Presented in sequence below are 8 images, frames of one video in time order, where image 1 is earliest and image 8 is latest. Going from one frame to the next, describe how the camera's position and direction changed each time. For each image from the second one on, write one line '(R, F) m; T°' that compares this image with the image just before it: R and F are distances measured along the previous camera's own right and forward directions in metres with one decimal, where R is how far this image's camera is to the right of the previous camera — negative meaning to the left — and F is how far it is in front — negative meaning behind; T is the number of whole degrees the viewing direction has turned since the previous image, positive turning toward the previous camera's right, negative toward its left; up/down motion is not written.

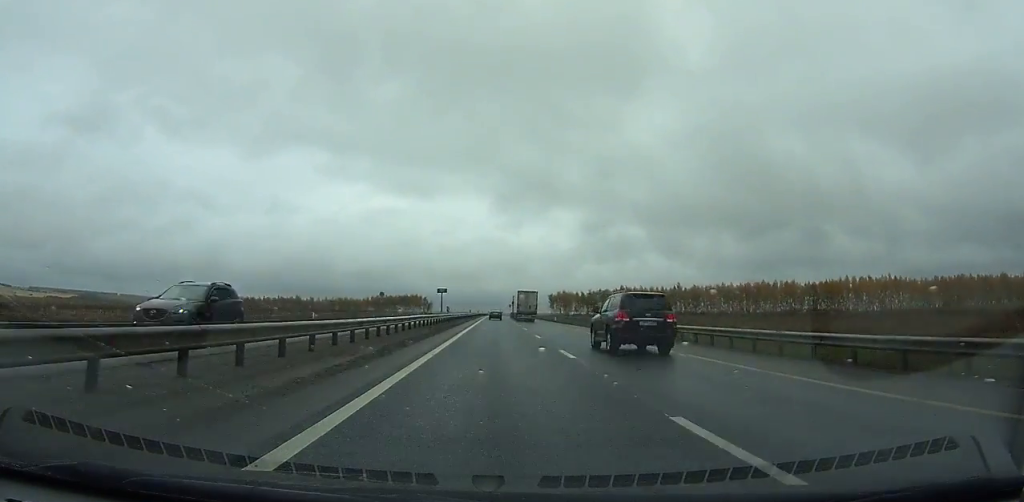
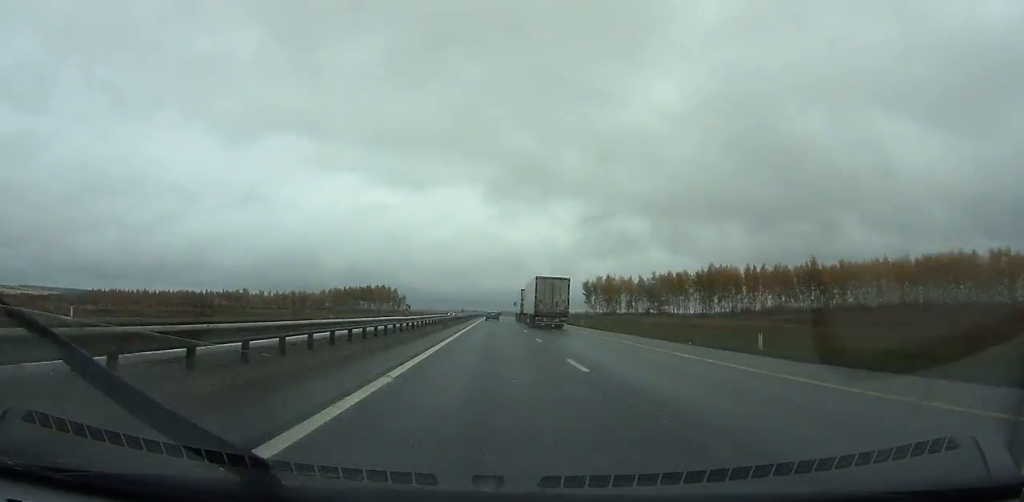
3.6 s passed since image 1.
(+0.4, +122.9) m; 0°
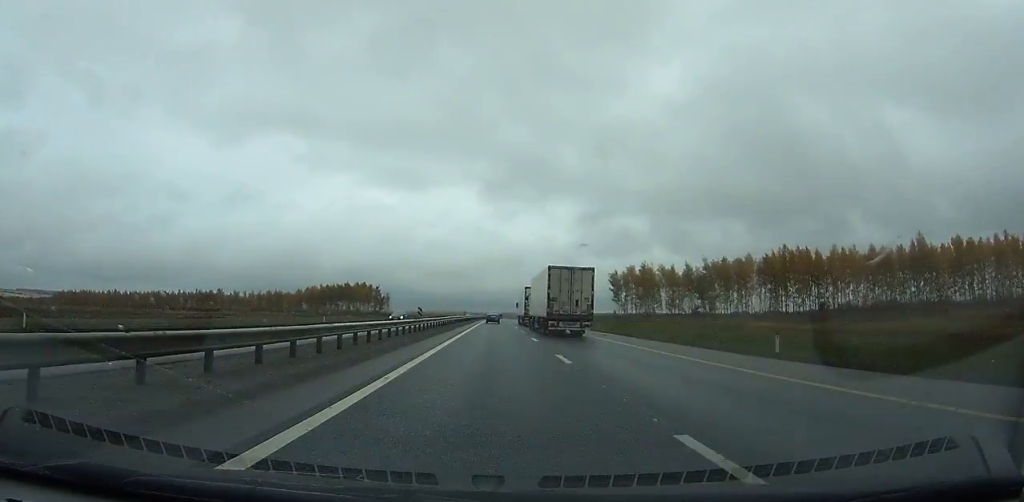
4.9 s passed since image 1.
(-0.1, +44.4) m; 0°
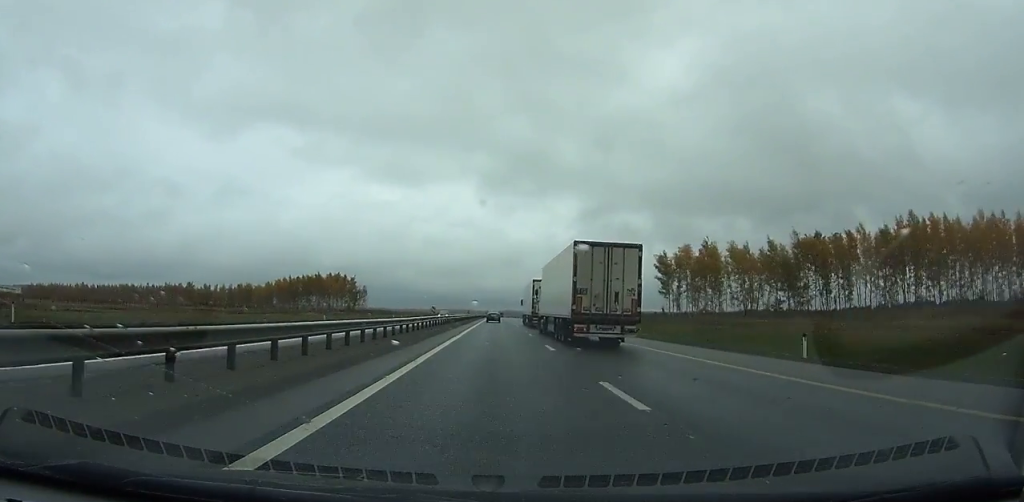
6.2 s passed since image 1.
(-0.1, +44.4) m; 0°
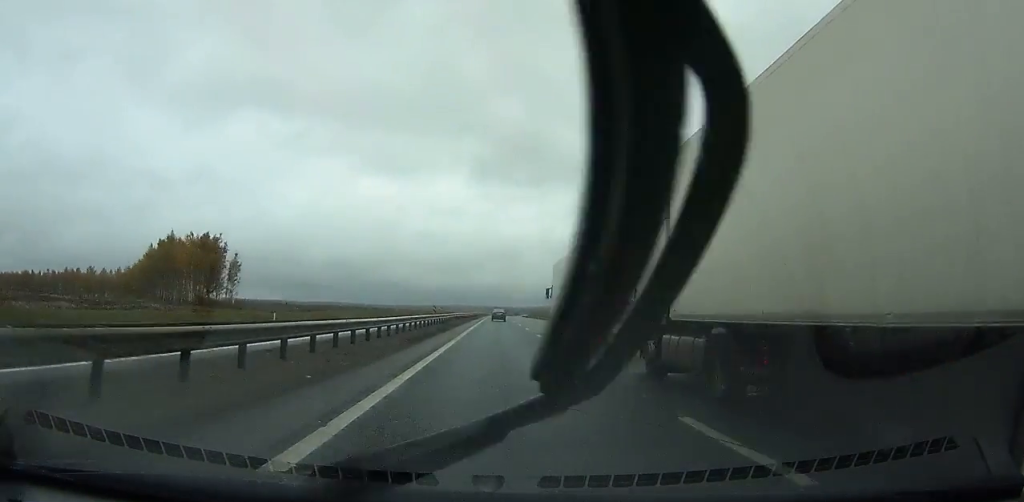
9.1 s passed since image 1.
(-0.1, +99.1) m; 0°
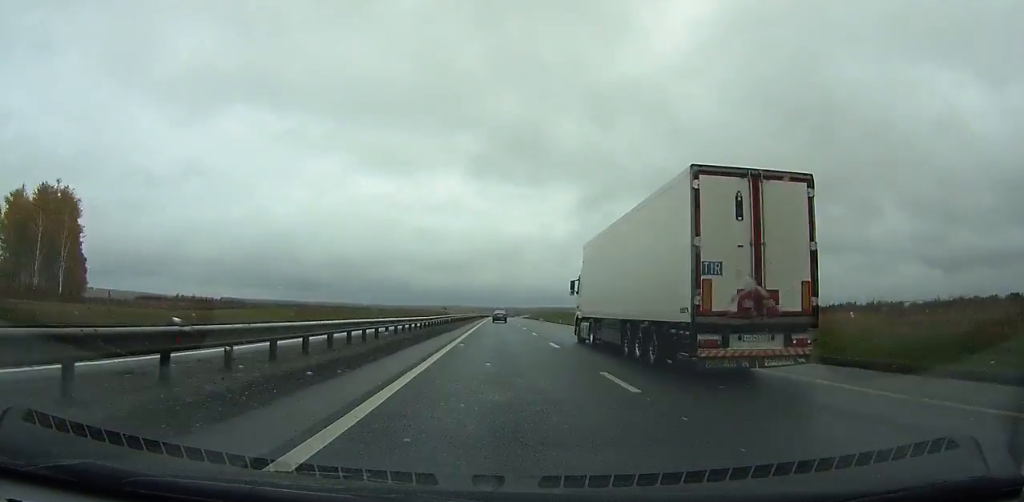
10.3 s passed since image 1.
(0.0, +41.0) m; 0°
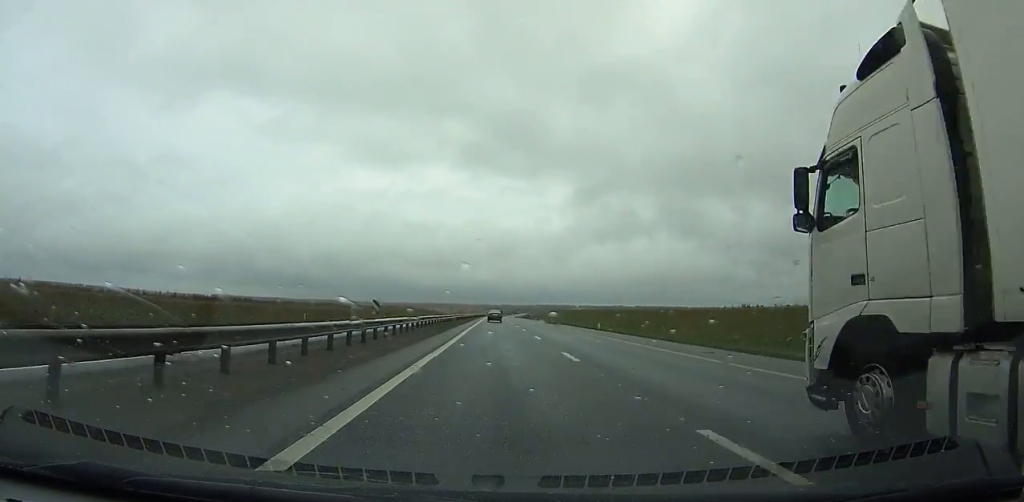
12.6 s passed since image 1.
(-0.2, +78.7) m; 0°
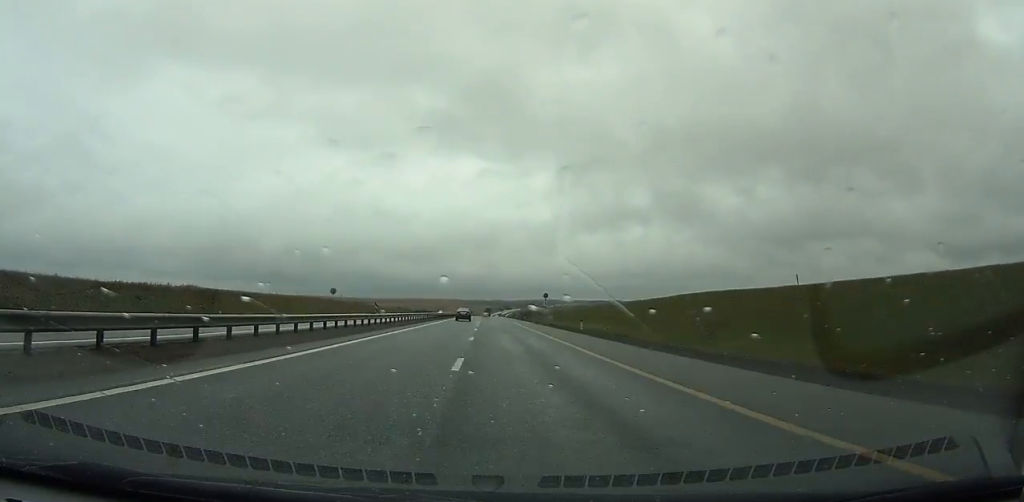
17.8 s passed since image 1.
(+1.5, +178.0) m; +1°
